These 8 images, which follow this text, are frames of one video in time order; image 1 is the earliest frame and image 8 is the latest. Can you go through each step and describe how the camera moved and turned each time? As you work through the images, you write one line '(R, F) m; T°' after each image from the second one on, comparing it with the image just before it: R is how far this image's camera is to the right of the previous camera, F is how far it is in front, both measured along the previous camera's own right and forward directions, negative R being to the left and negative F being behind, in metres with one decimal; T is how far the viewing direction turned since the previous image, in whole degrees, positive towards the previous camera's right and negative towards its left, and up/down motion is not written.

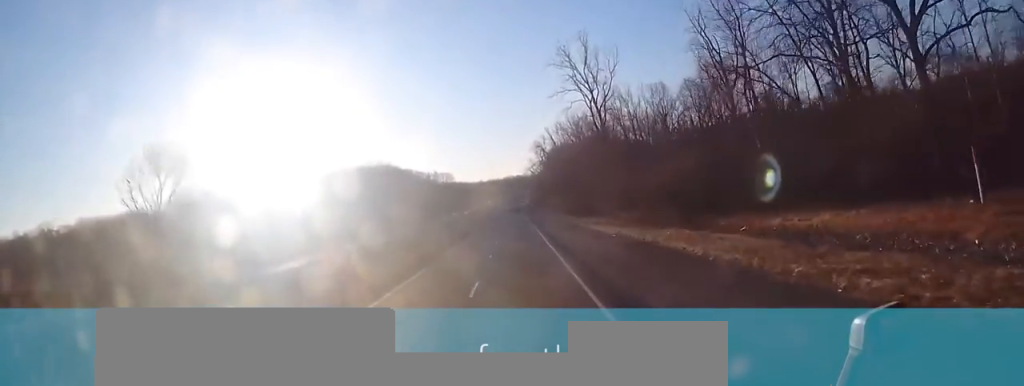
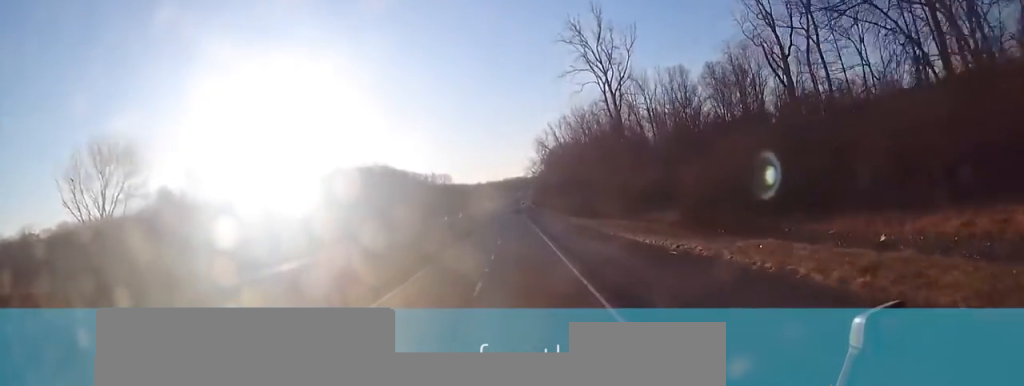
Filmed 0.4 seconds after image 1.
(+0.3, +12.6) m; 0°
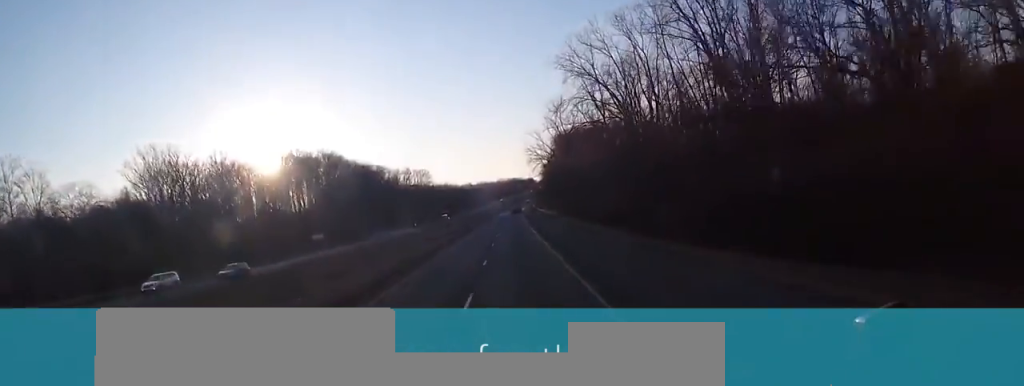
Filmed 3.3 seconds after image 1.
(-0.3, +88.1) m; 0°
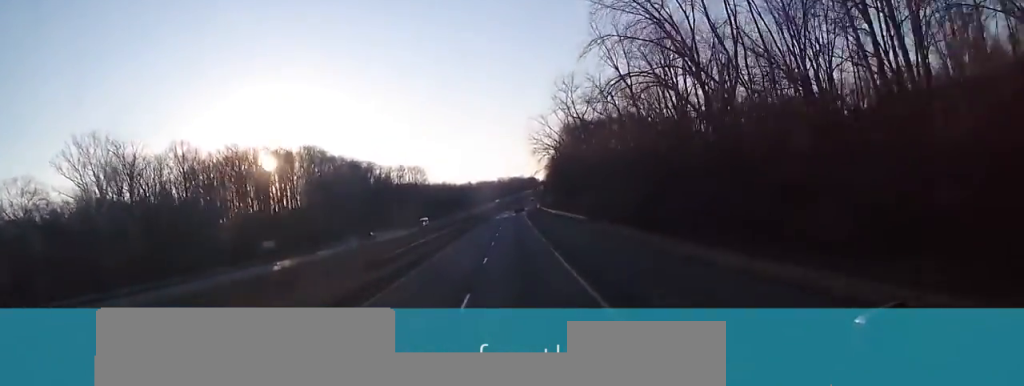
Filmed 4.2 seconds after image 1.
(0.0, +24.3) m; 0°
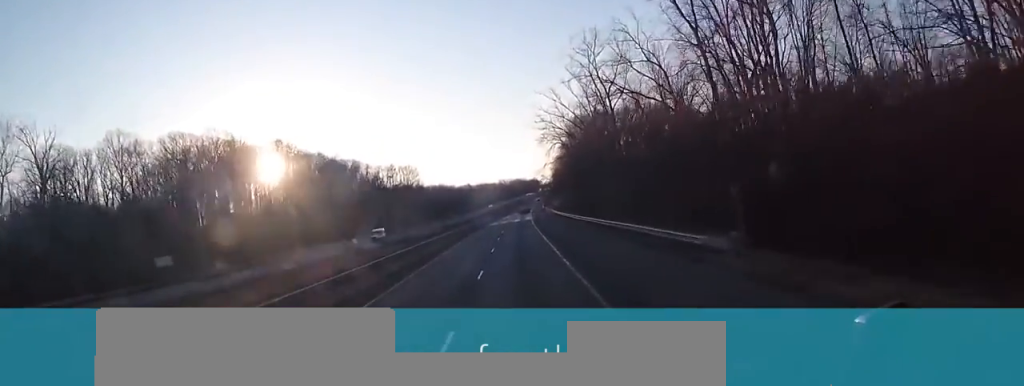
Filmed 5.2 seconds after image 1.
(0.0, +29.7) m; 0°
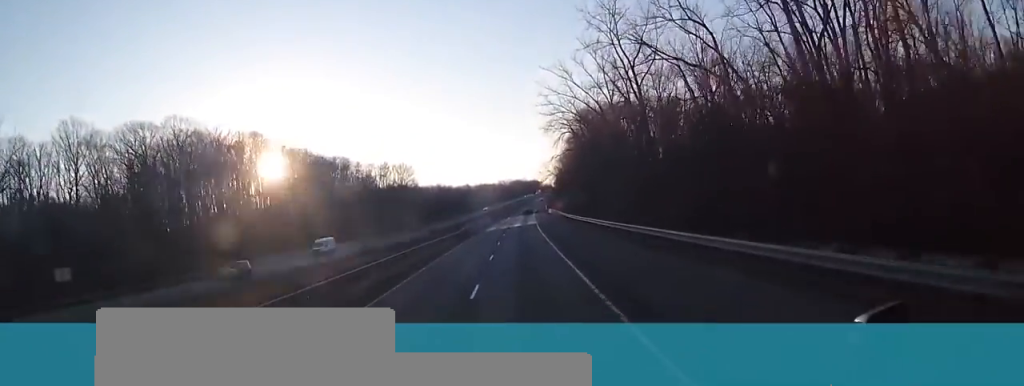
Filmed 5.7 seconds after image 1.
(0.0, +16.9) m; 0°
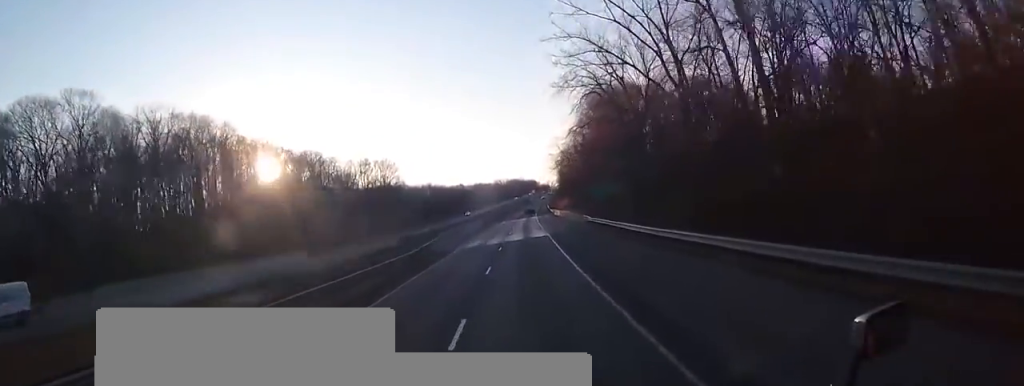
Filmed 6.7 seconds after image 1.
(0.0, +30.0) m; +1°
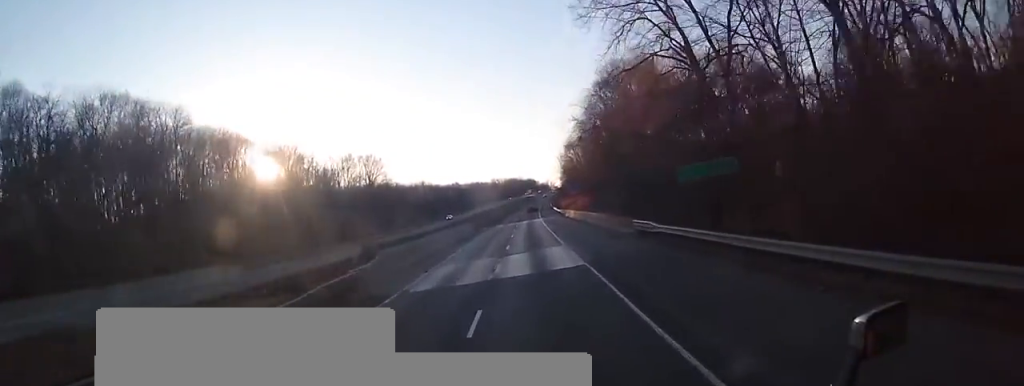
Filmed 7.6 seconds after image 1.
(+0.2, +24.0) m; 0°
